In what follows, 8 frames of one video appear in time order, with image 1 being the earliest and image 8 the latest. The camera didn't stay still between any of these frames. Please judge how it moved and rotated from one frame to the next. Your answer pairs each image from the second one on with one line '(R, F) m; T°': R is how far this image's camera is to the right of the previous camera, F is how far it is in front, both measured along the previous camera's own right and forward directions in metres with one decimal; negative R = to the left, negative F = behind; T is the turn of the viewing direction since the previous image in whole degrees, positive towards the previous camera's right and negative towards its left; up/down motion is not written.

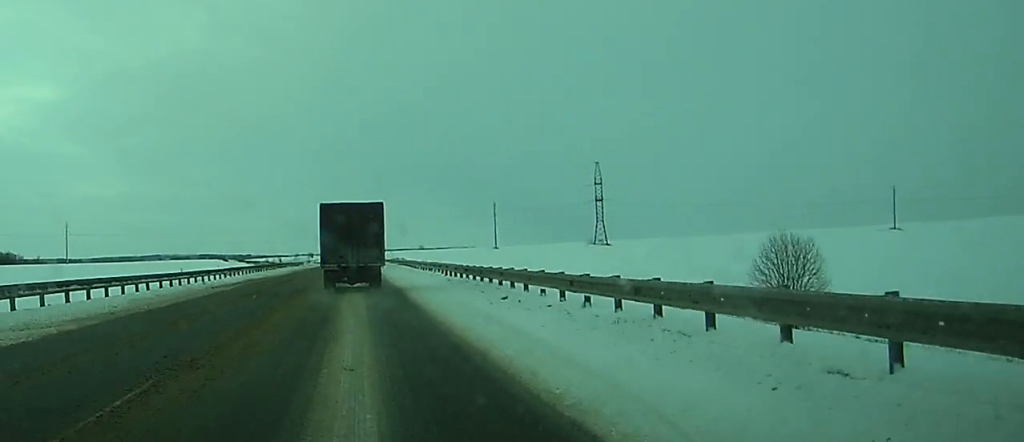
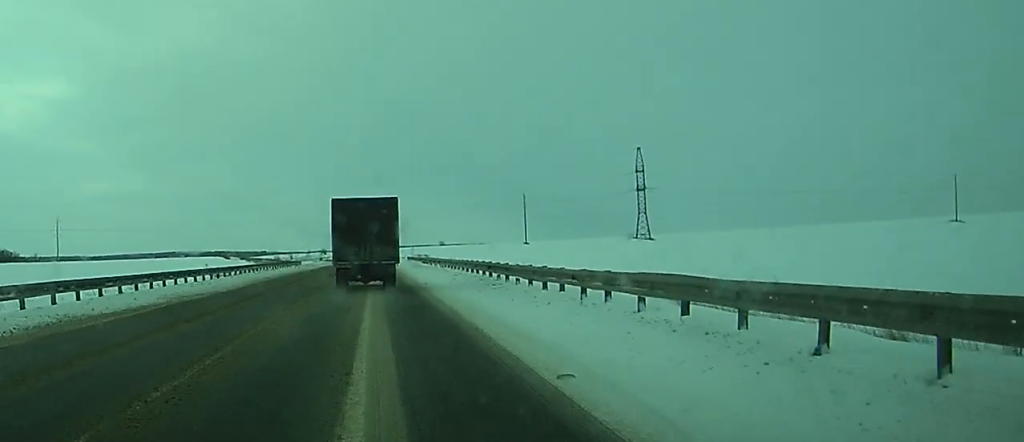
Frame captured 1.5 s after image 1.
(+0.3, +34.4) m; 0°
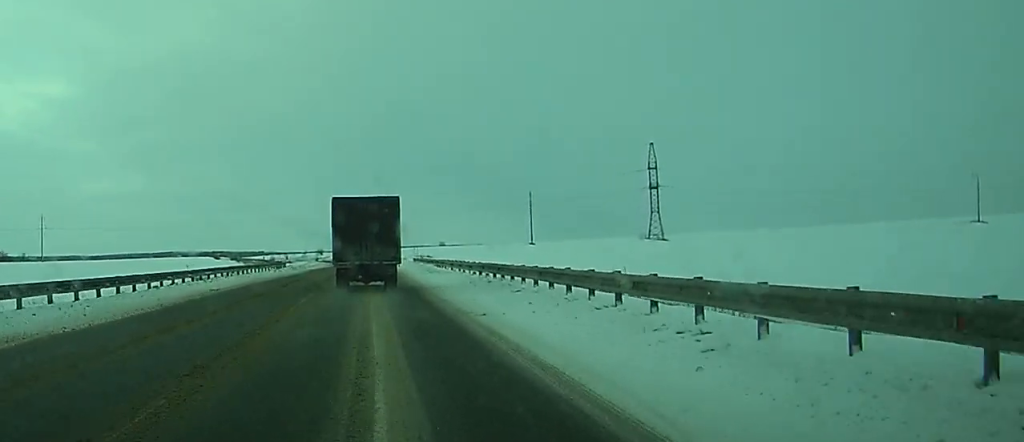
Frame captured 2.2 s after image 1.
(0.0, +16.4) m; 0°
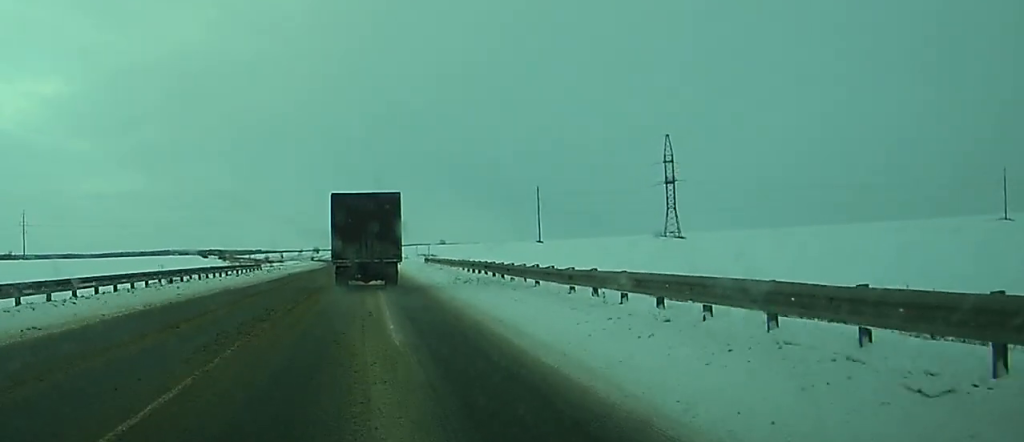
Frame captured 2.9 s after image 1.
(-0.1, +18.0) m; 0°
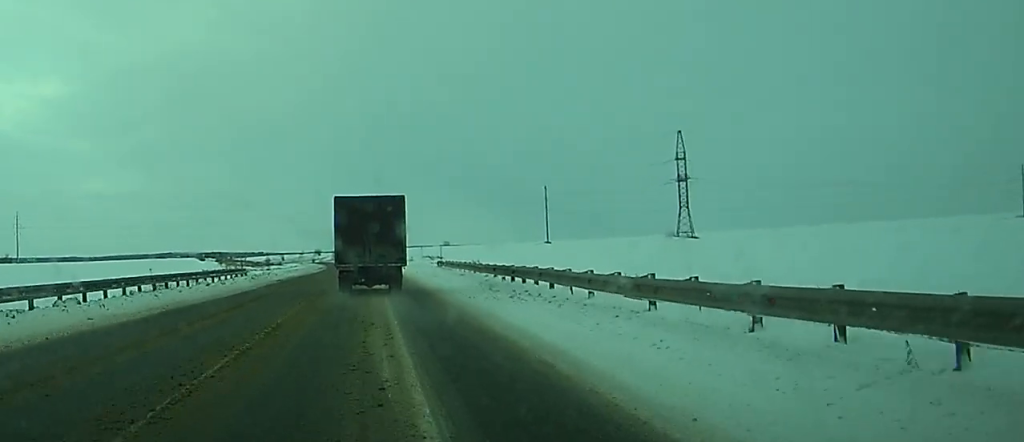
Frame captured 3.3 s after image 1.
(0.0, +9.4) m; 0°
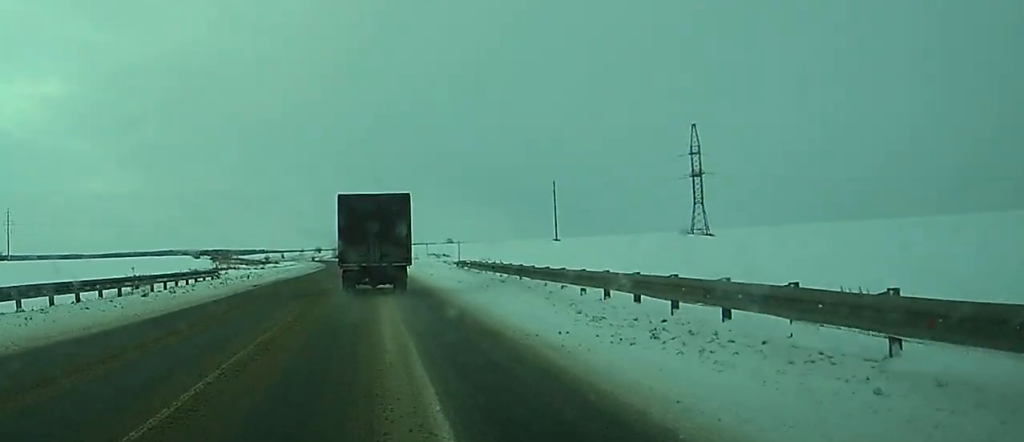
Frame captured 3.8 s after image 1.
(0.0, +11.0) m; 0°
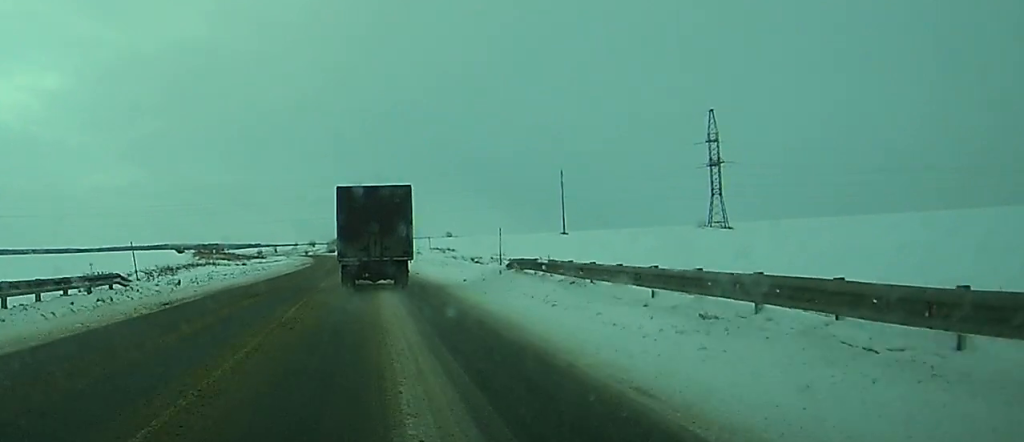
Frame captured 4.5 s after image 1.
(0.0, +17.2) m; 0°
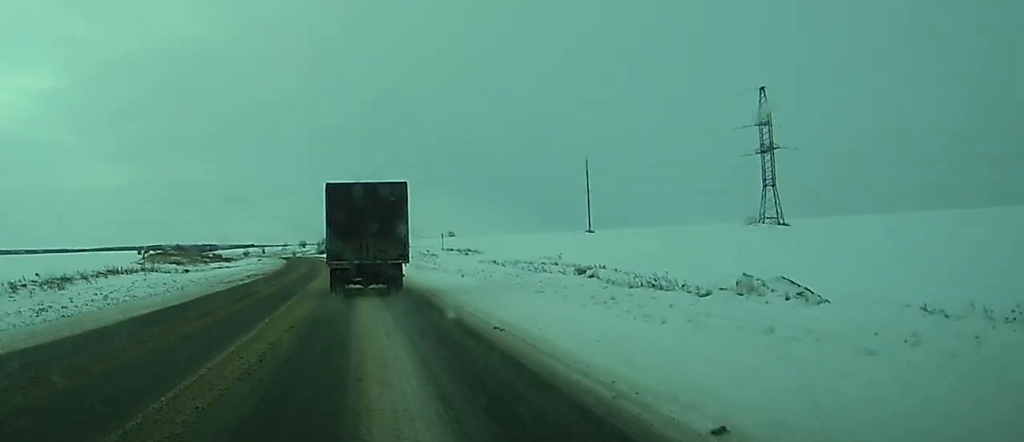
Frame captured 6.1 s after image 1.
(0.0, +37.0) m; 0°
